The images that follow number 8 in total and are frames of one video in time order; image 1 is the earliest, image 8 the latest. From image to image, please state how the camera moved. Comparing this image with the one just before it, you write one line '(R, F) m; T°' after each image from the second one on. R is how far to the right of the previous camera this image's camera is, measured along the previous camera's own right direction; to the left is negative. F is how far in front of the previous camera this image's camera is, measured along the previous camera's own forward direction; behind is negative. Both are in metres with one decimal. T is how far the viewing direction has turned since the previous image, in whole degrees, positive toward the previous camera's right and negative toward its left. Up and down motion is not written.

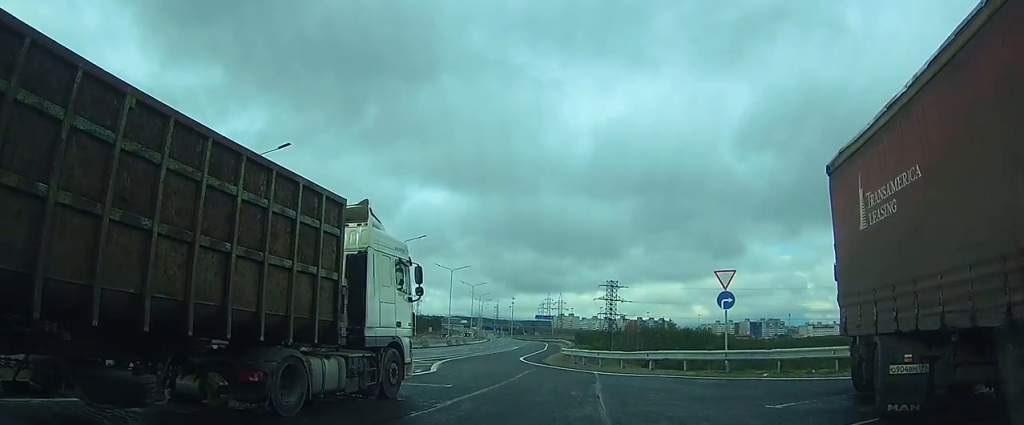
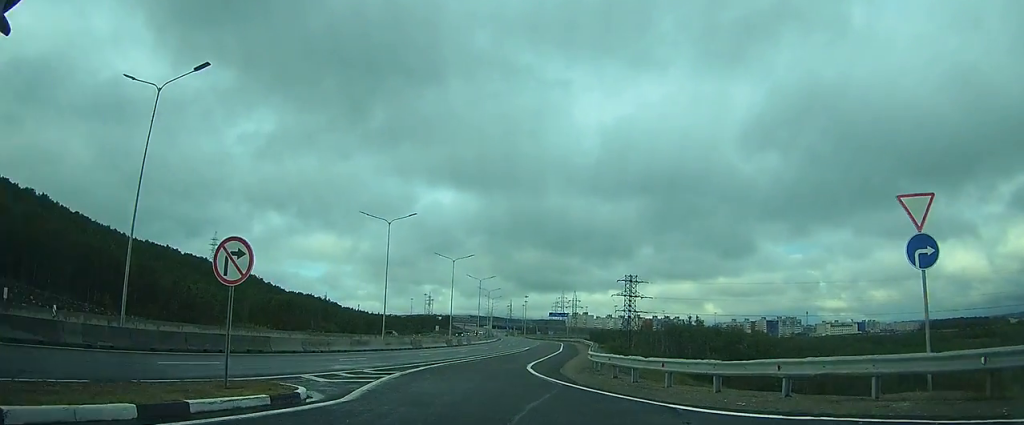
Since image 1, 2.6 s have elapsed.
(+0.3, +6.6) m; +3°
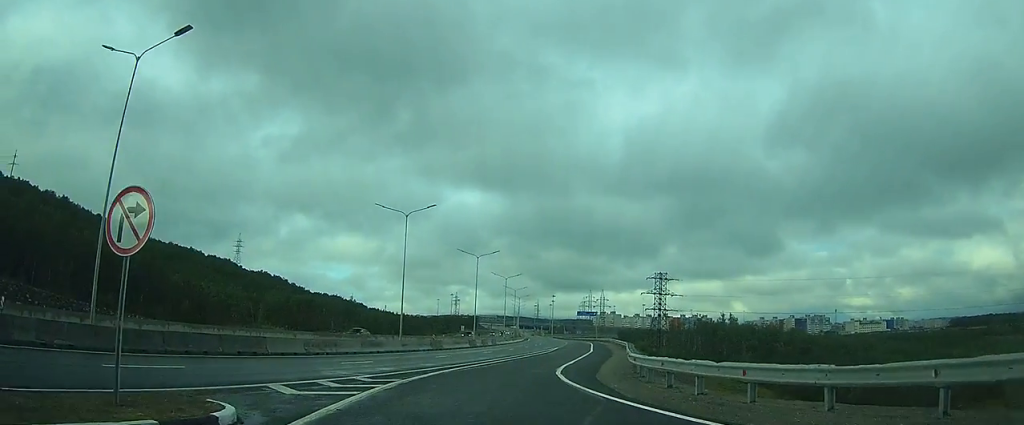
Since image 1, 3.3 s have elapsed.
(0.0, +2.7) m; -1°
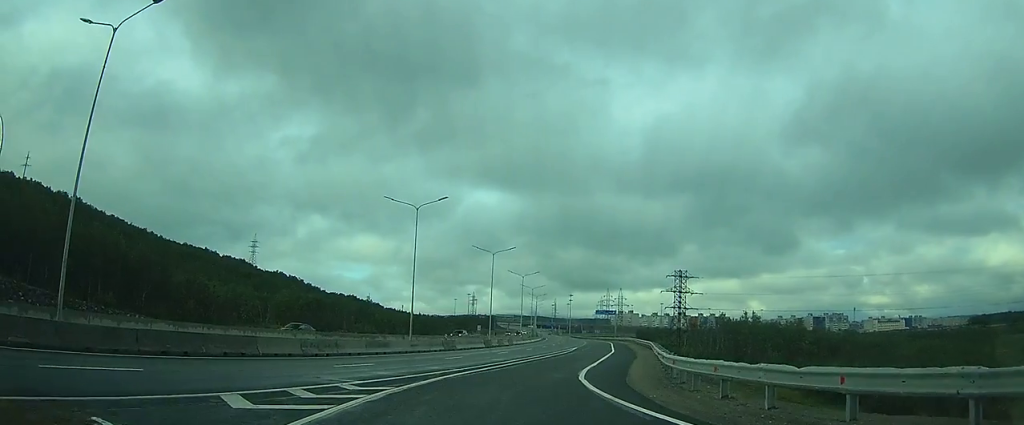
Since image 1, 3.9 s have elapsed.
(0.0, +2.2) m; -1°
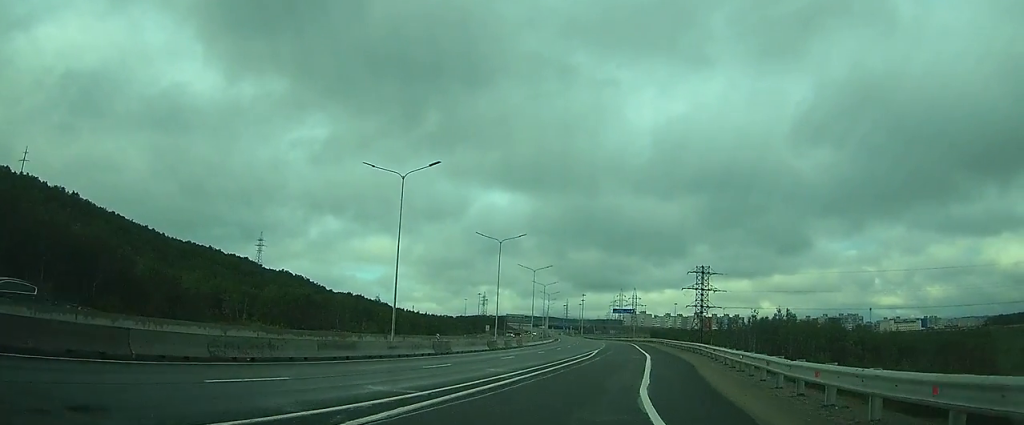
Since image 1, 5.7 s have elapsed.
(-0.1, +8.7) m; -1°
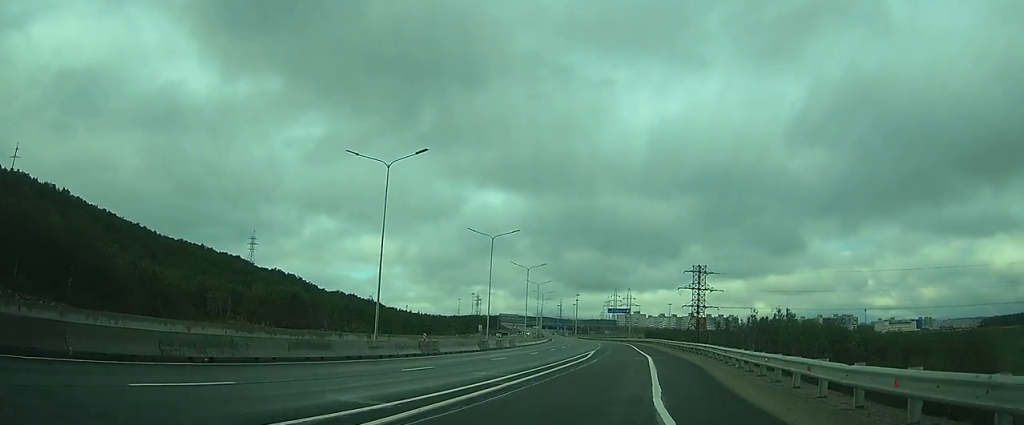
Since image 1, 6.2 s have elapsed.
(0.0, +2.4) m; 0°
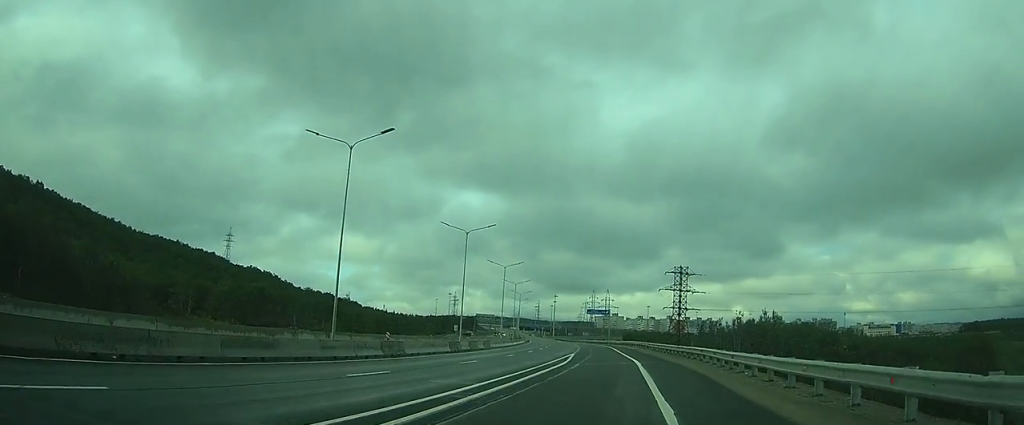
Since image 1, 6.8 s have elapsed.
(0.0, +3.4) m; 0°
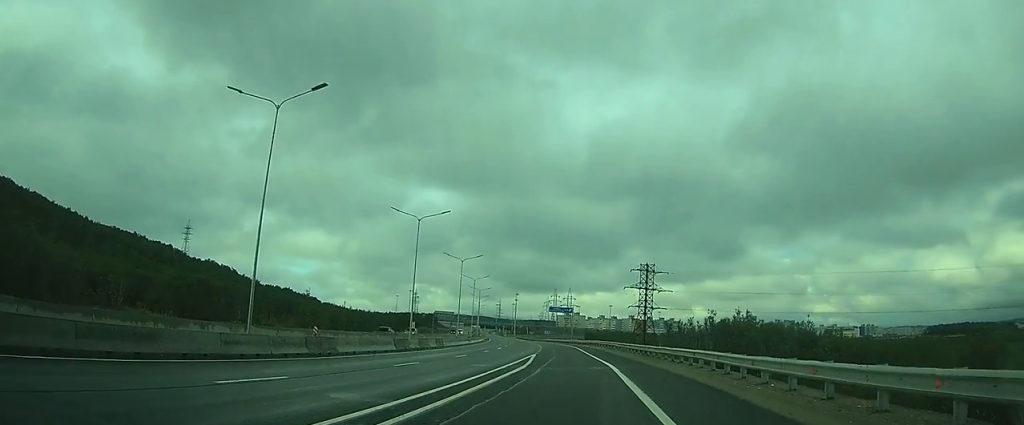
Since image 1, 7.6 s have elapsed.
(0.0, +5.0) m; 0°
